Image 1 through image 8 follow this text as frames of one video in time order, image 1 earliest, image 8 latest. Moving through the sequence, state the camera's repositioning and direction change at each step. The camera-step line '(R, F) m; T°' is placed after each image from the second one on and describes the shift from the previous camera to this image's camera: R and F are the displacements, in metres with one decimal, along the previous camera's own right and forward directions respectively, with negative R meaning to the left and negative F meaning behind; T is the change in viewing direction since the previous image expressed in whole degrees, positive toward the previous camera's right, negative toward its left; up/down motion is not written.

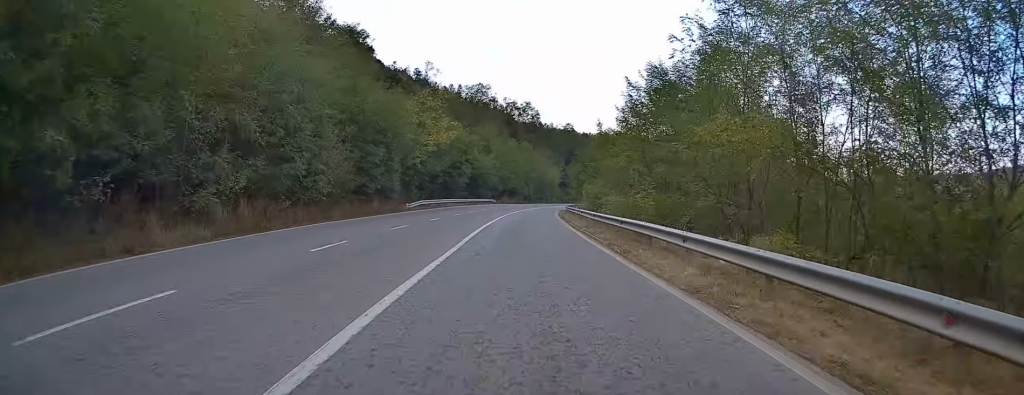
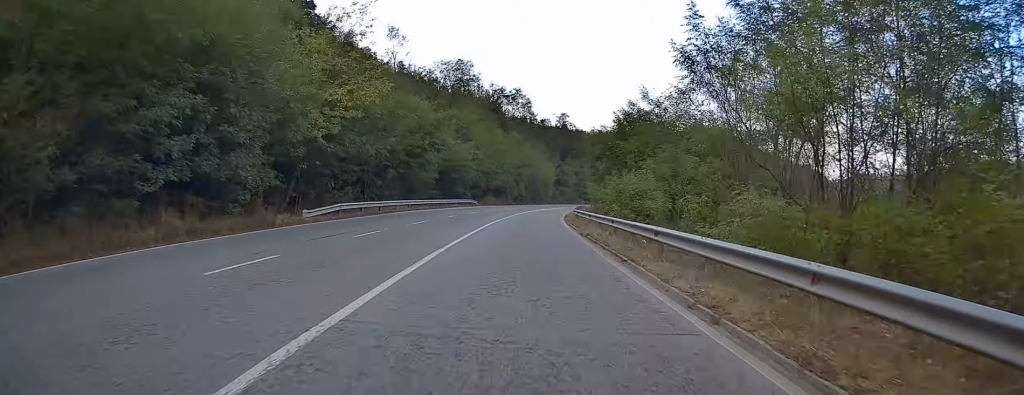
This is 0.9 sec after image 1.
(-0.1, +22.5) m; 0°
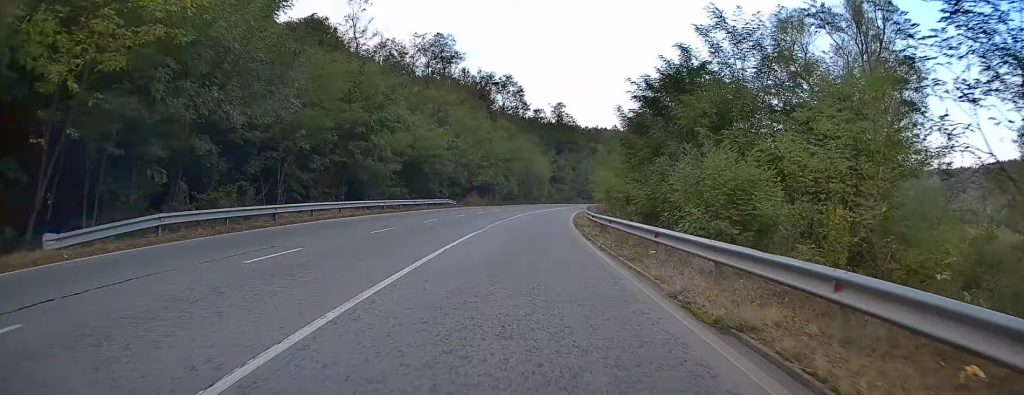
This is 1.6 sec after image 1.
(+0.1, +16.6) m; +1°
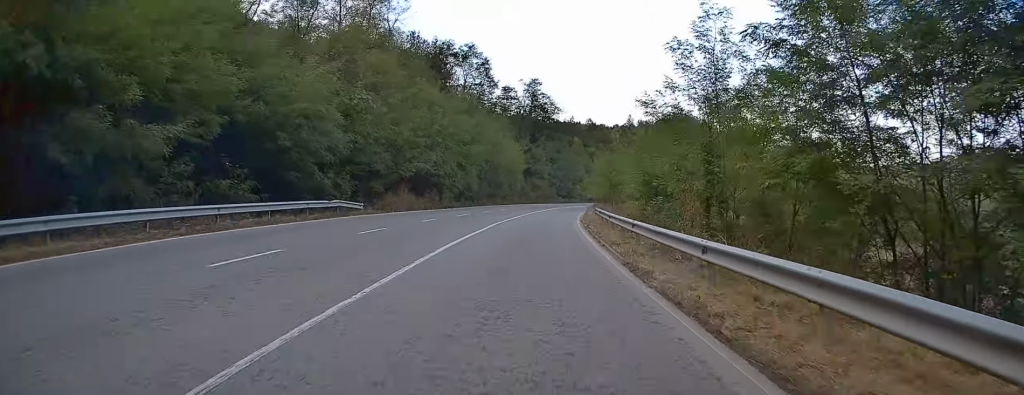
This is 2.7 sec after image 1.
(+0.4, +28.2) m; +1°
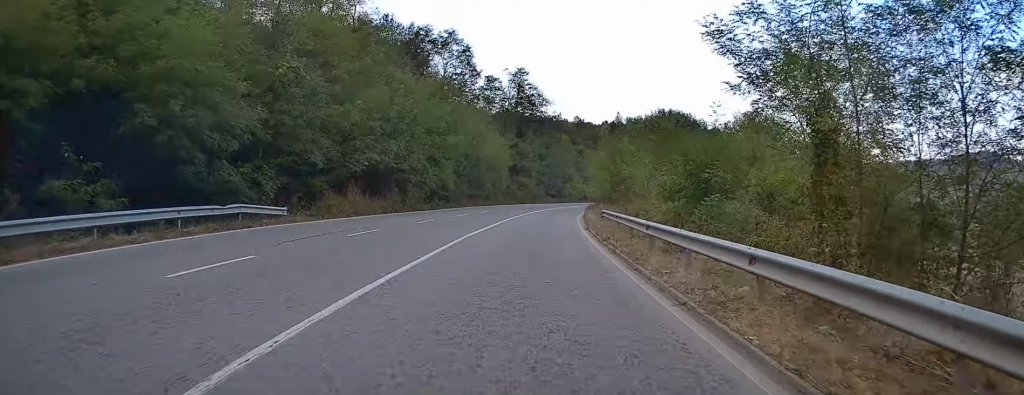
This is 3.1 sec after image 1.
(-0.1, +10.0) m; +1°
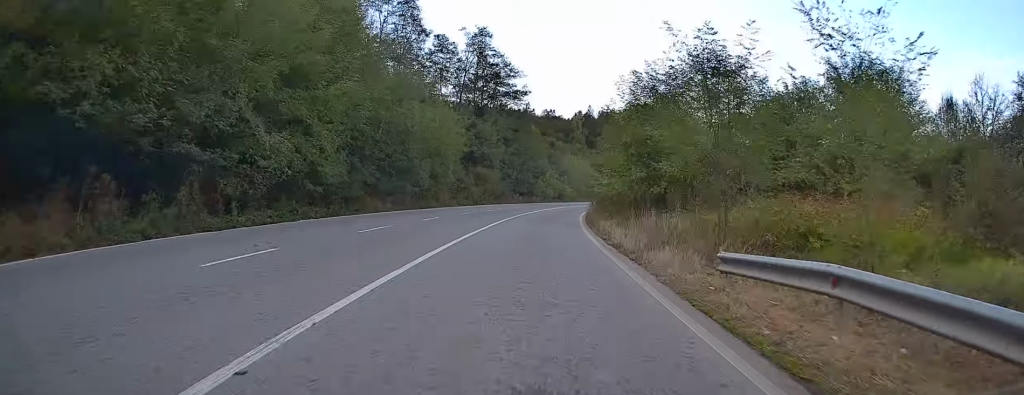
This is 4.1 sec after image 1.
(+0.6, +26.0) m; +3°
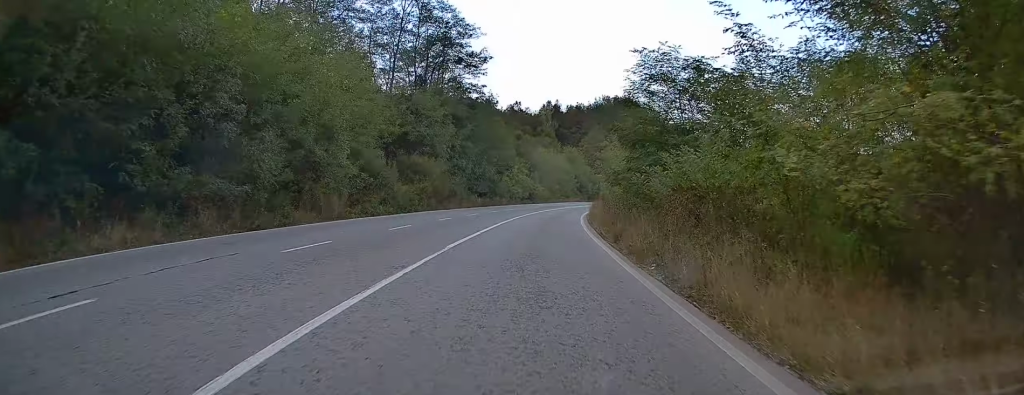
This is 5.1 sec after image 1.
(+0.6, +23.5) m; +3°
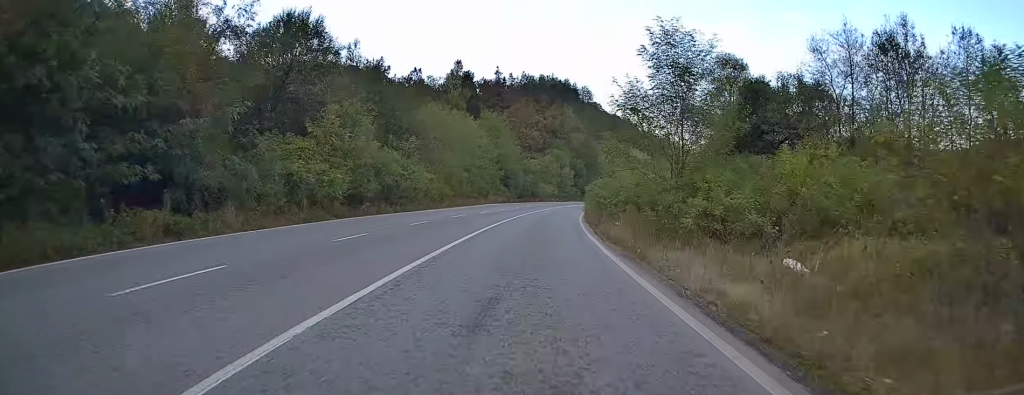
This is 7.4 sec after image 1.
(+3.6, +58.8) m; +7°
